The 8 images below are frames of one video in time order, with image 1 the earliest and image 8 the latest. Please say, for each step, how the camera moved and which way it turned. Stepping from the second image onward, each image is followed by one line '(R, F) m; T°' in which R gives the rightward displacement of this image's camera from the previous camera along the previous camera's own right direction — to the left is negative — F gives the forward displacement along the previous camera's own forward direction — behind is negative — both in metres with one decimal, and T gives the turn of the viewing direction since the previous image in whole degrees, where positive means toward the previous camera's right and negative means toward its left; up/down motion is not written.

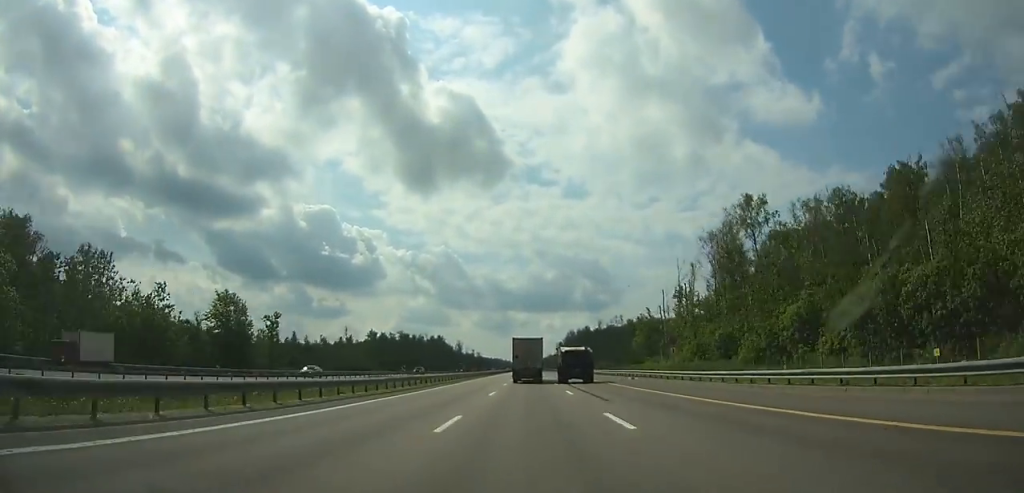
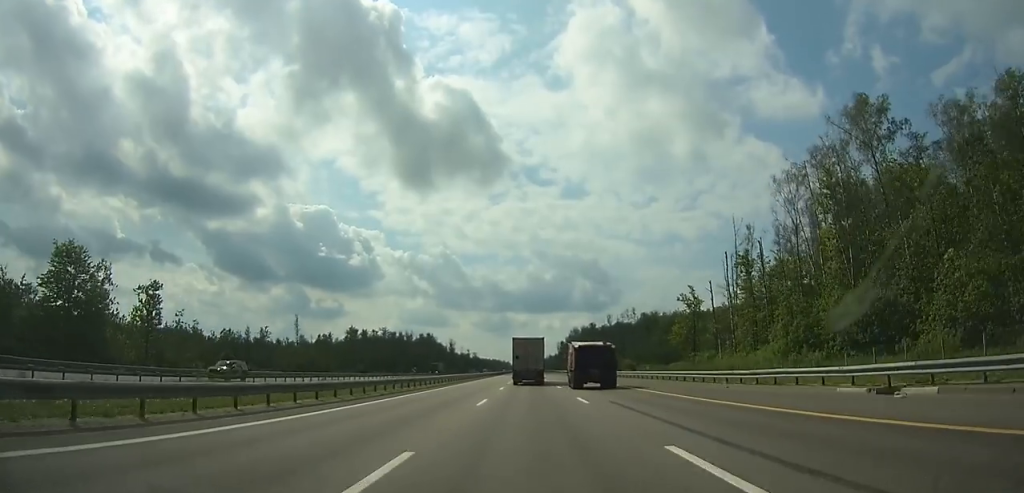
(+0.1, +38.6) m; 0°
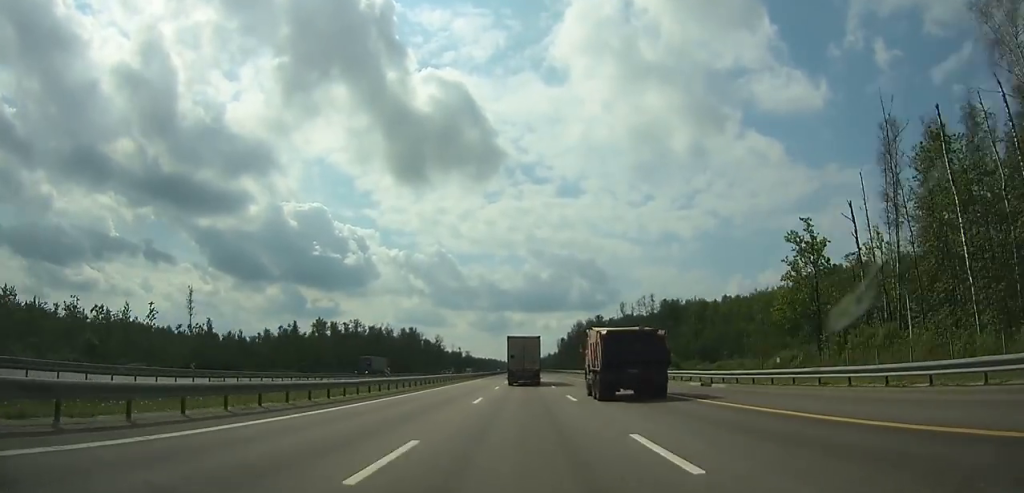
(+0.1, +46.8) m; 0°
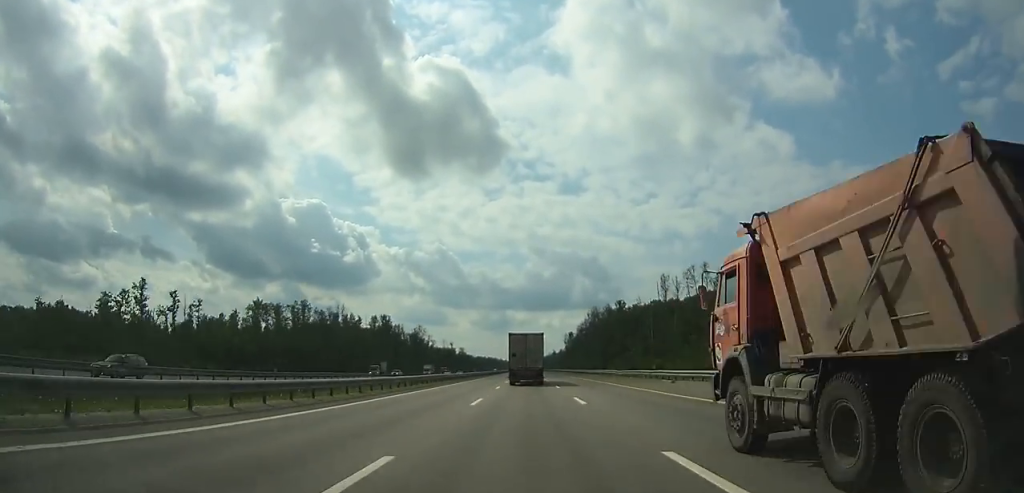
(+0.1, +65.5) m; 0°
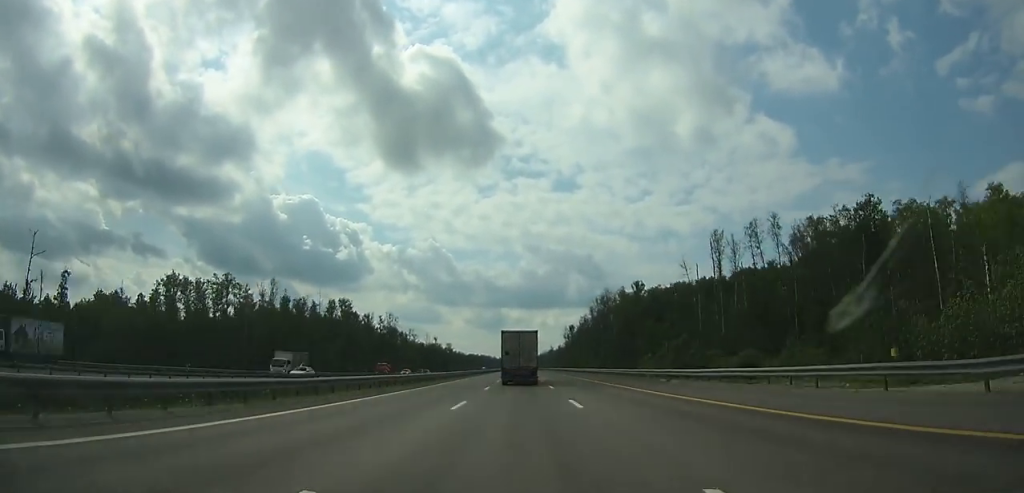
(+0.2, +51.8) m; 0°
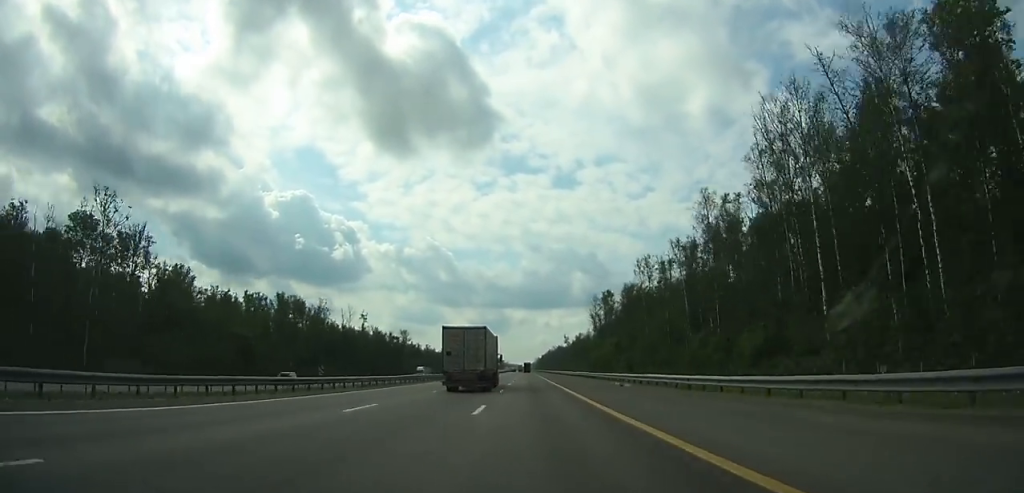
(+0.5, +161.4) m; 0°
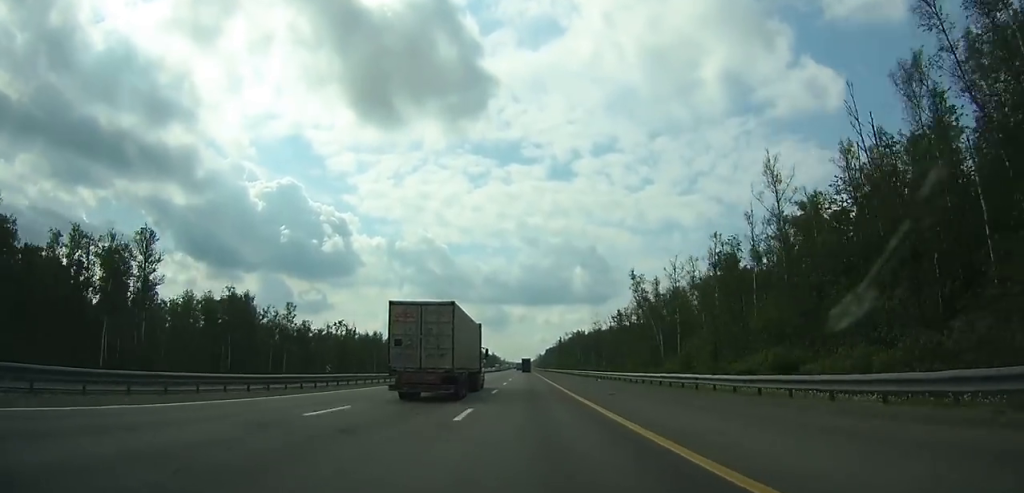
(-1.6, +190.7) m; 0°
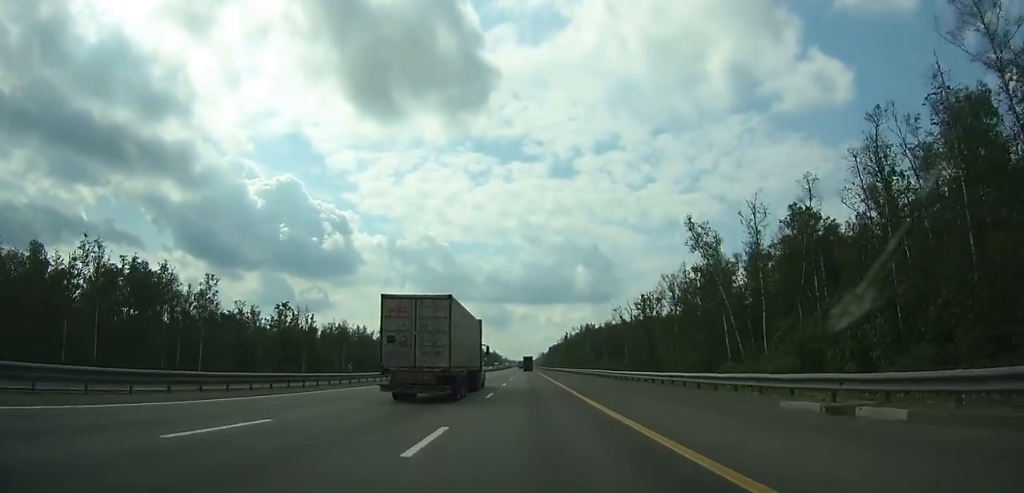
(0.0, +37.5) m; 0°
